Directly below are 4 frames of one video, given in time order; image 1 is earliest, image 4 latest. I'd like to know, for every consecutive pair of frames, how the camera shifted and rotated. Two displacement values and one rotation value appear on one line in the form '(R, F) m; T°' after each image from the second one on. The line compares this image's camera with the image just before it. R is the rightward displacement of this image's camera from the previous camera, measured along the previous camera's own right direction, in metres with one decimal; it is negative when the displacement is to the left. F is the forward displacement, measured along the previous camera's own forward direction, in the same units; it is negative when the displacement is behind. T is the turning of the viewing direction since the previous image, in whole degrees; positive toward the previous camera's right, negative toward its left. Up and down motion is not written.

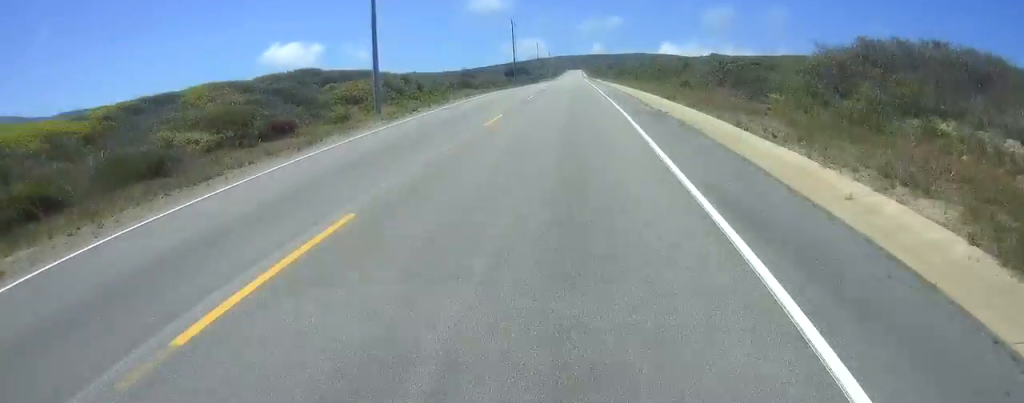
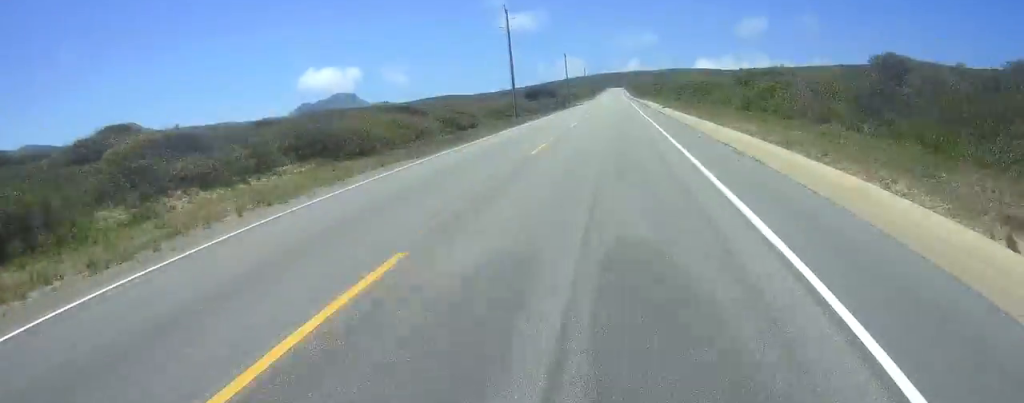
(-0.6, +43.4) m; -1°
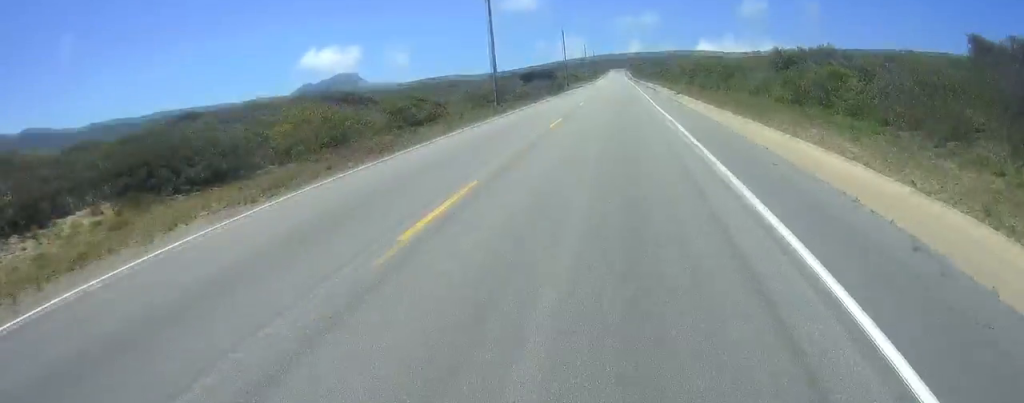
(0.0, +10.9) m; 0°
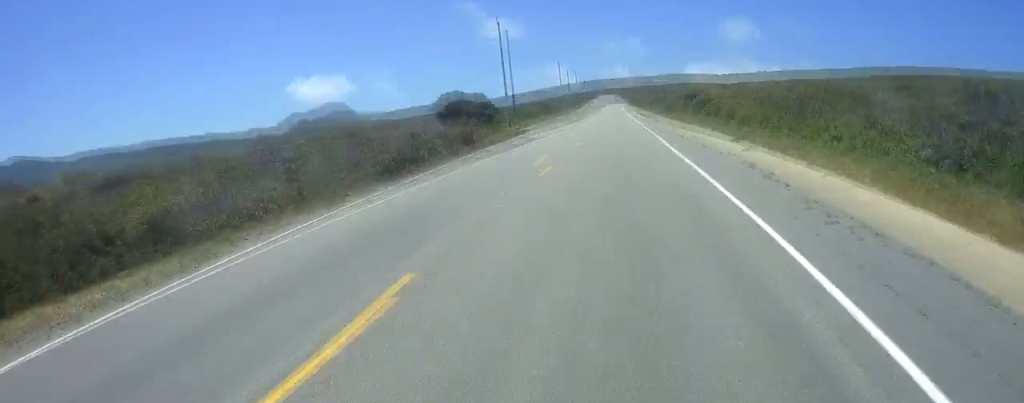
(+0.4, +63.0) m; 0°
